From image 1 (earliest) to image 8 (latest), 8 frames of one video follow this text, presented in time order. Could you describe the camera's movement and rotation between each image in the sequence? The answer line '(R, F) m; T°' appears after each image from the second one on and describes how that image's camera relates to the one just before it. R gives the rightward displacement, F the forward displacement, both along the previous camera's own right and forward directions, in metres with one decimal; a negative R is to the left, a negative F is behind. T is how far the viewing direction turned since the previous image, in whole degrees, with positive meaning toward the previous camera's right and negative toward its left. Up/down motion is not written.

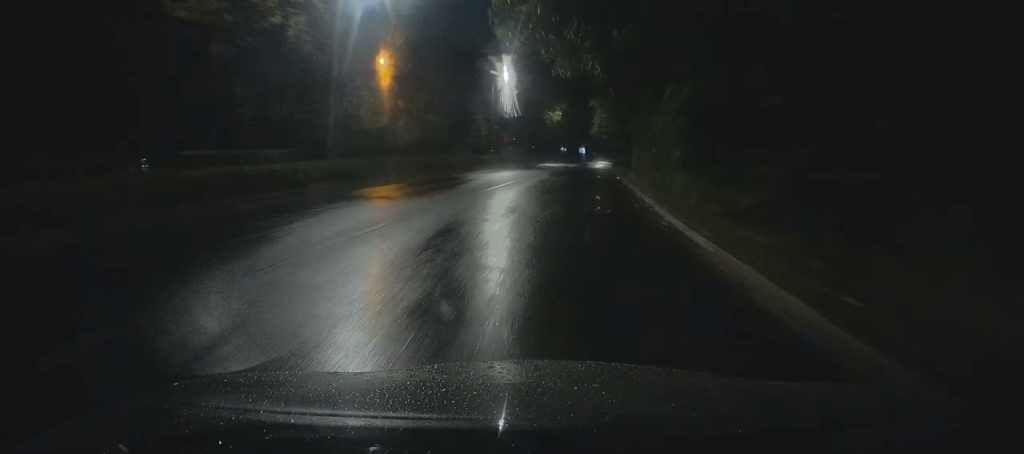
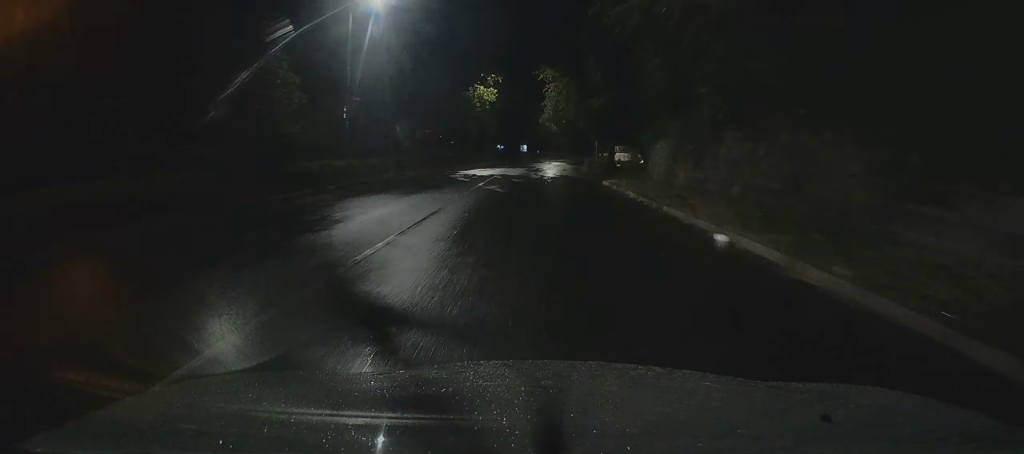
(+2.3, +31.7) m; +5°
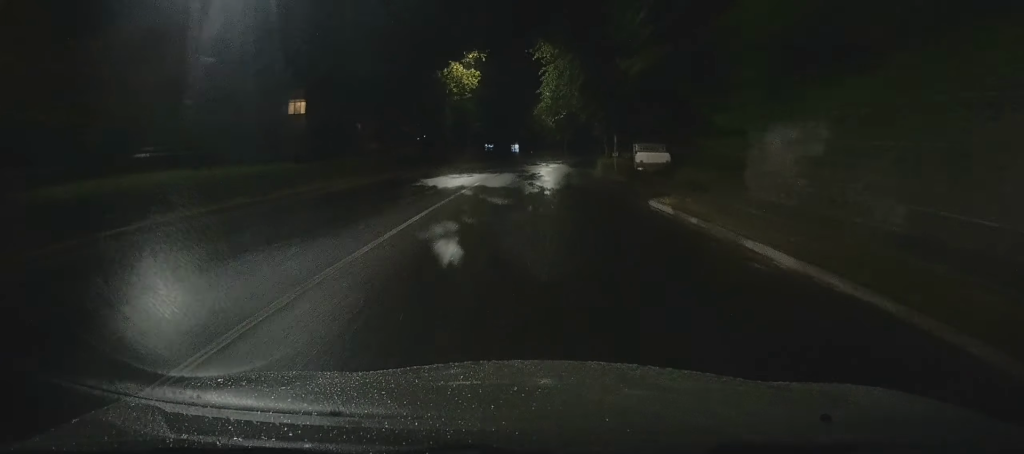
(0.0, +13.3) m; +2°
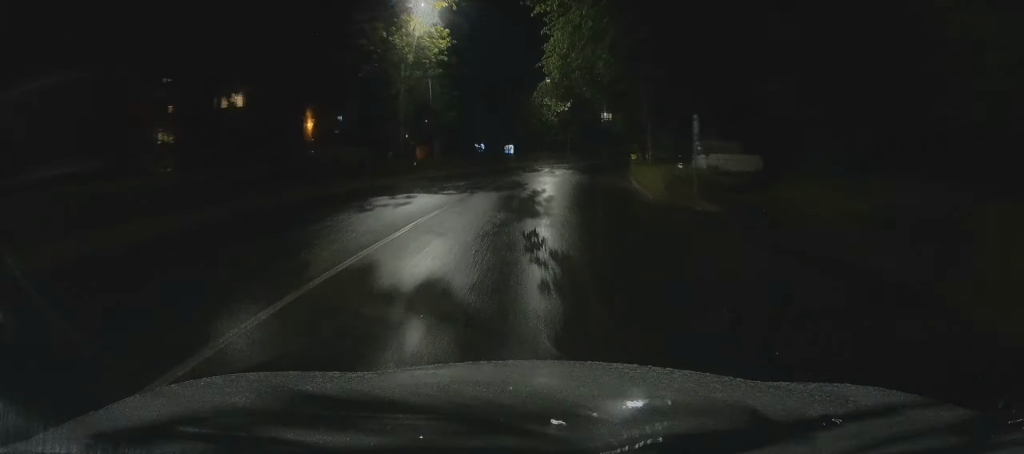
(+0.4, +16.7) m; +2°
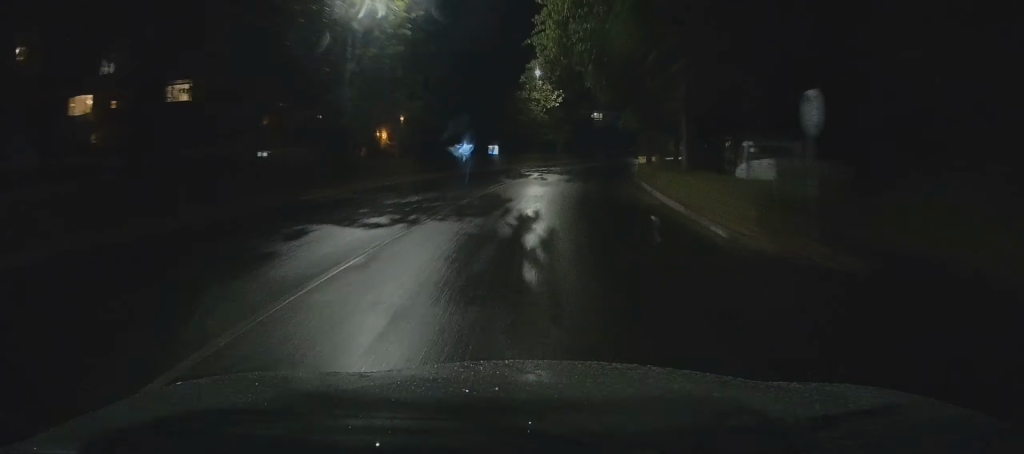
(0.0, +8.1) m; +1°
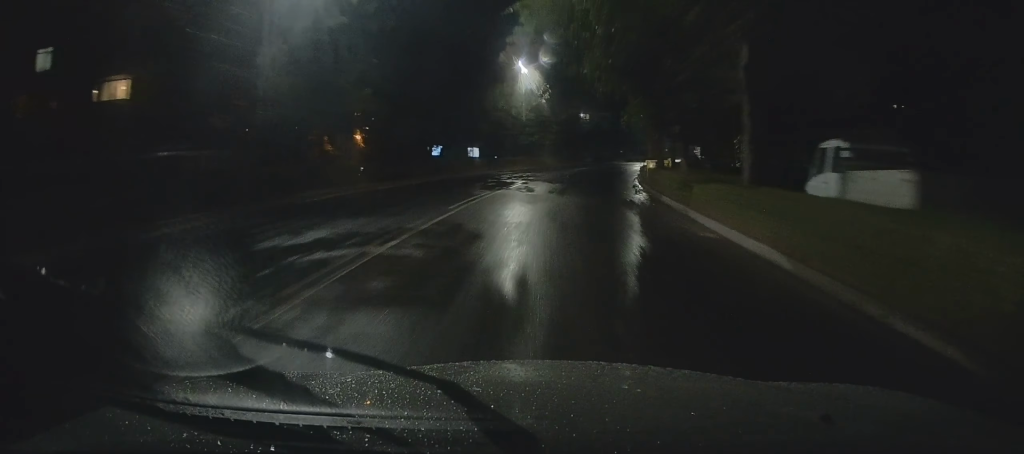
(-0.1, +7.1) m; +1°
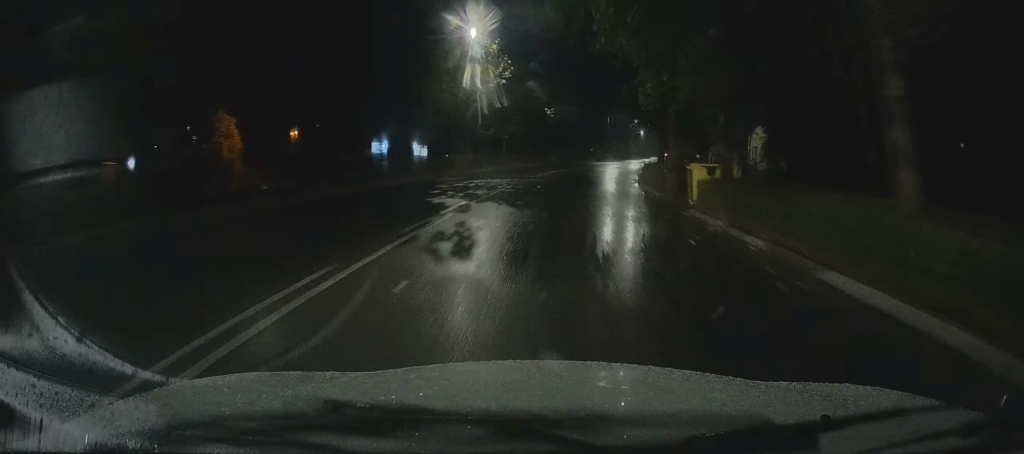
(+0.3, +14.1) m; +3°
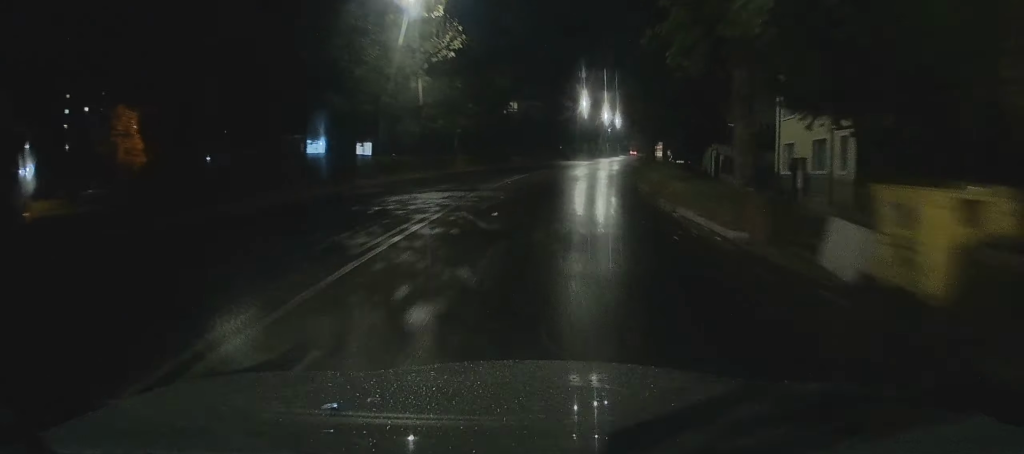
(+0.4, +11.3) m; +3°
